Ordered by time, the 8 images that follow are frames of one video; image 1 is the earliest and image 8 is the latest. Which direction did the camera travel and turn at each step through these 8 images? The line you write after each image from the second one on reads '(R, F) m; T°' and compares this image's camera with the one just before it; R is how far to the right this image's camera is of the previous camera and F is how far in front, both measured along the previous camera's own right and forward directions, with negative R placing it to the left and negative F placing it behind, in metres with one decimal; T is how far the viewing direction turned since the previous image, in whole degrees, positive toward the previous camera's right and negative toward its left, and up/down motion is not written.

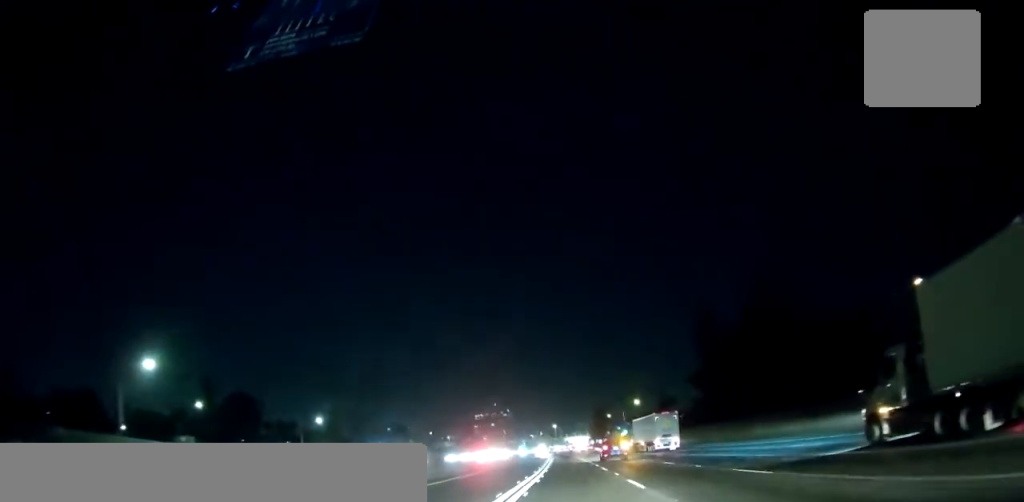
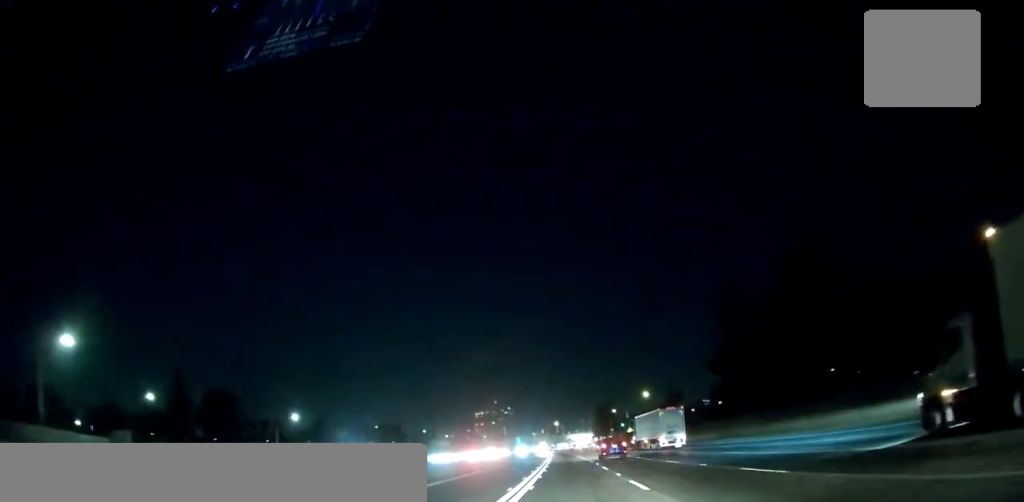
(0.0, +16.6) m; 0°
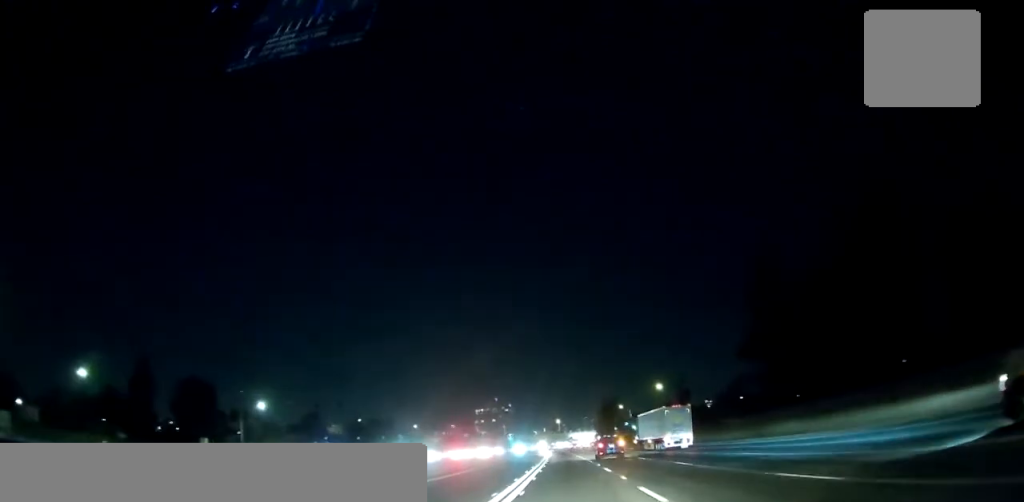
(0.0, +17.7) m; 0°
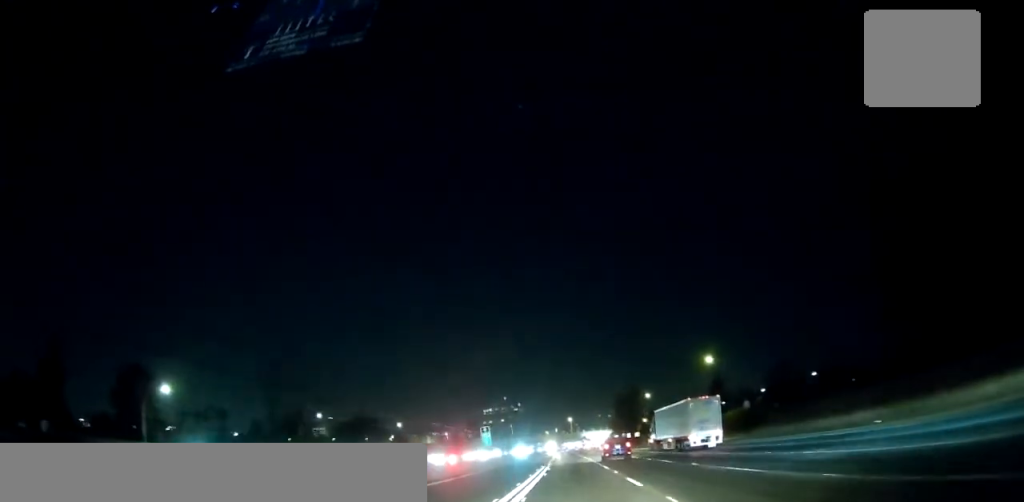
(-0.2, +38.4) m; -1°
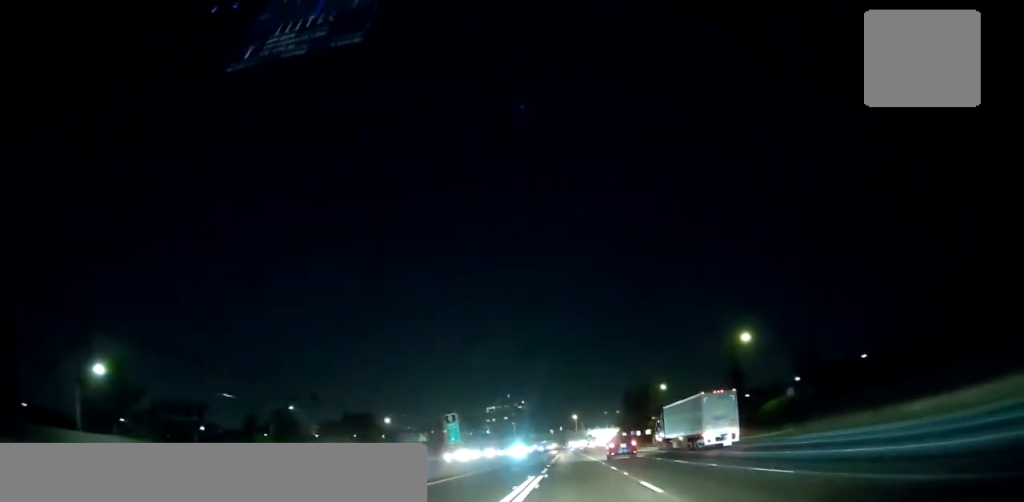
(-0.2, +18.2) m; -1°
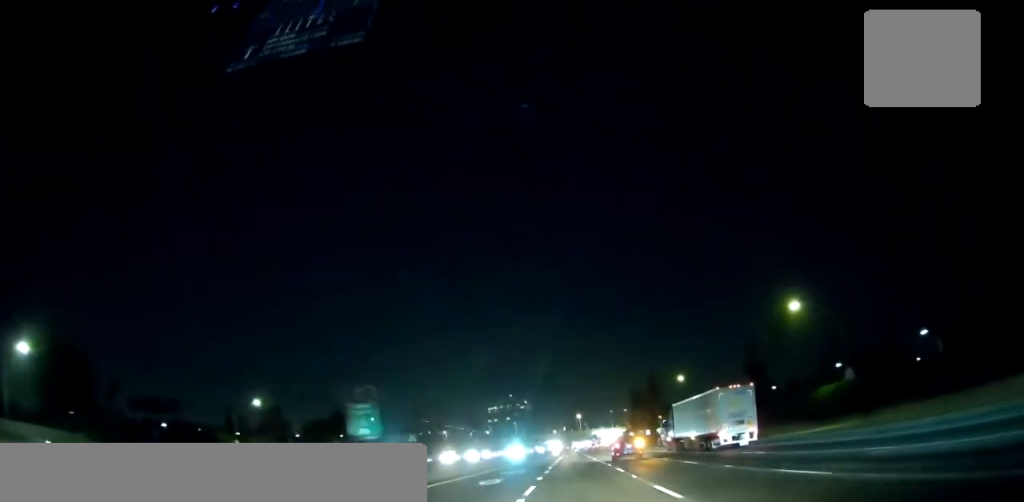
(0.0, +16.0) m; -1°
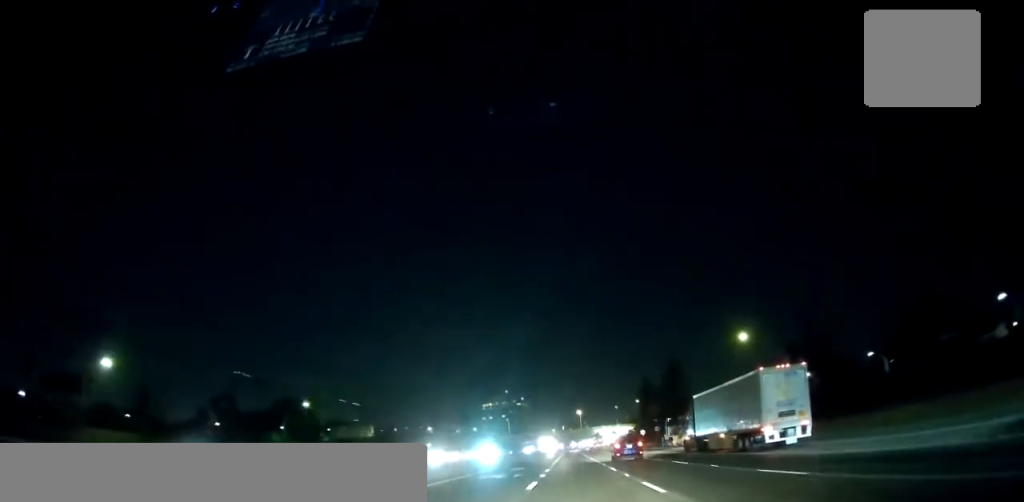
(-0.5, +42.2) m; -1°
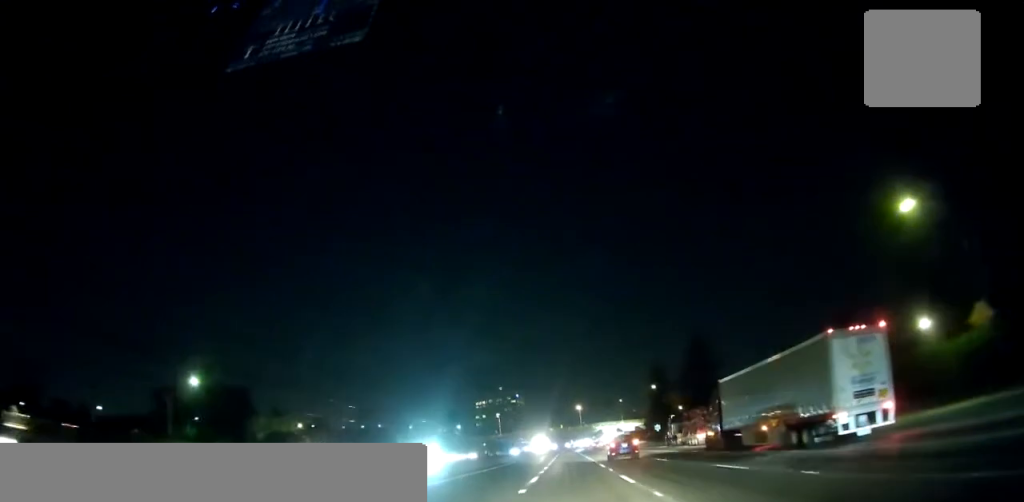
(+0.1, +39.5) m; 0°
